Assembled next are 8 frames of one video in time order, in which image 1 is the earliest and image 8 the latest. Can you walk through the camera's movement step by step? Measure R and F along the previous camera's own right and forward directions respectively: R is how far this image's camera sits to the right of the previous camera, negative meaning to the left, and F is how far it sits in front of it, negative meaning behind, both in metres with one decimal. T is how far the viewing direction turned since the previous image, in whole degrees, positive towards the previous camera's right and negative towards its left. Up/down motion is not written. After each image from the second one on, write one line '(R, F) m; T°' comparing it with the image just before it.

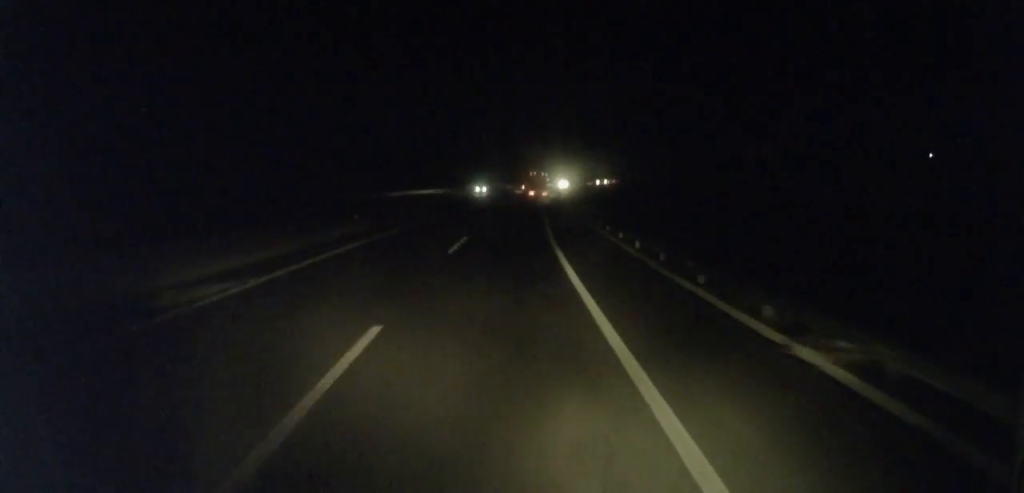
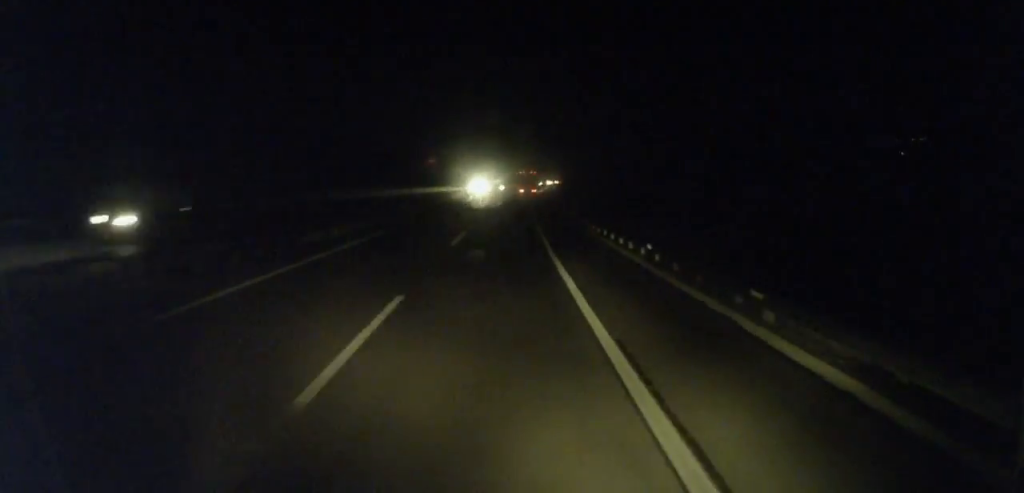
(+4.4, +98.6) m; +5°
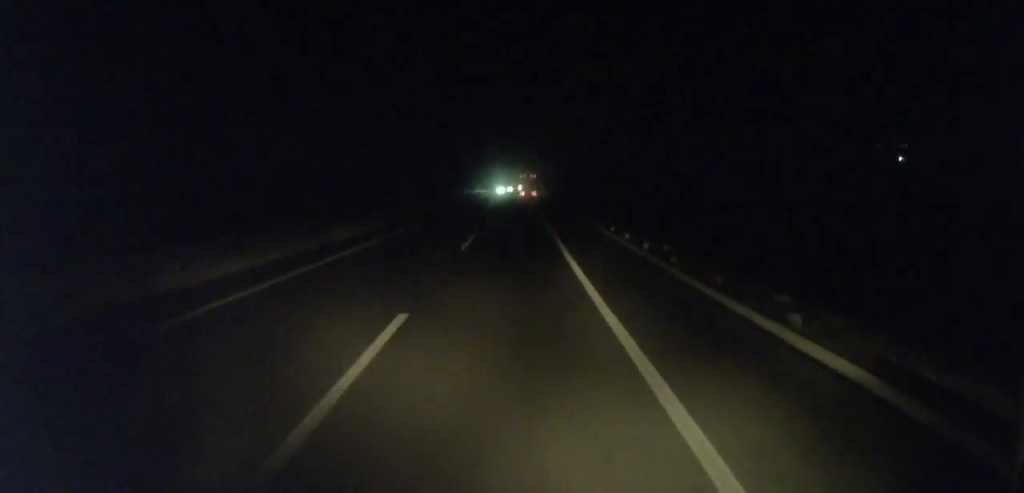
(+2.5, +85.7) m; +3°
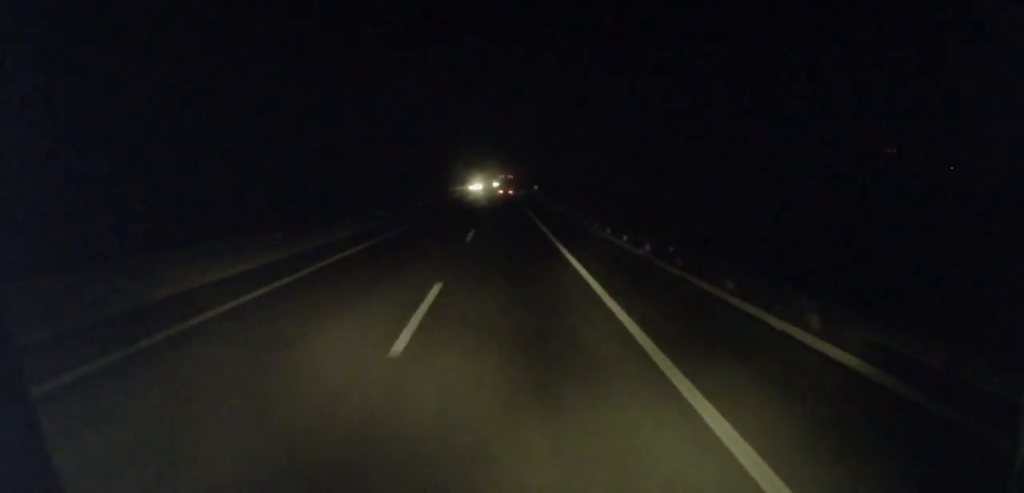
(+10.0, +215.5) m; +3°
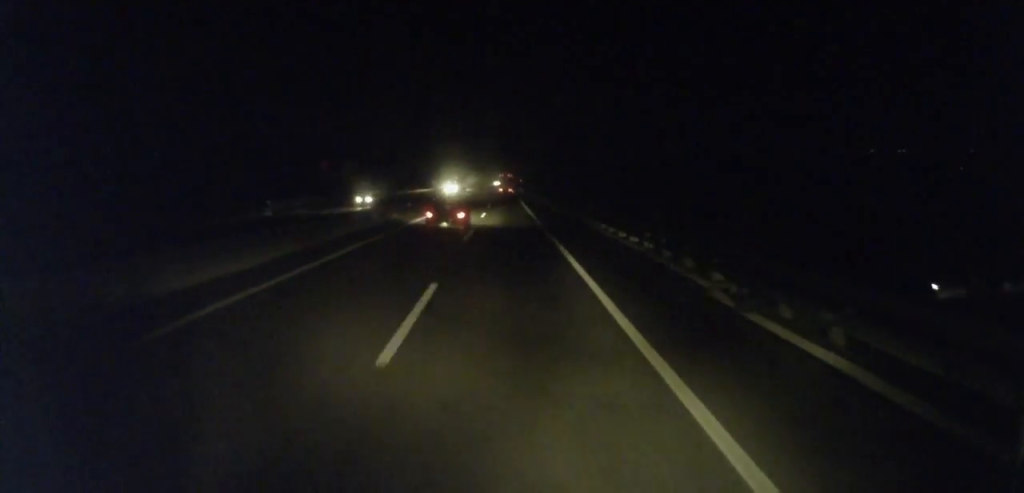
(-0.9, +101.8) m; 0°
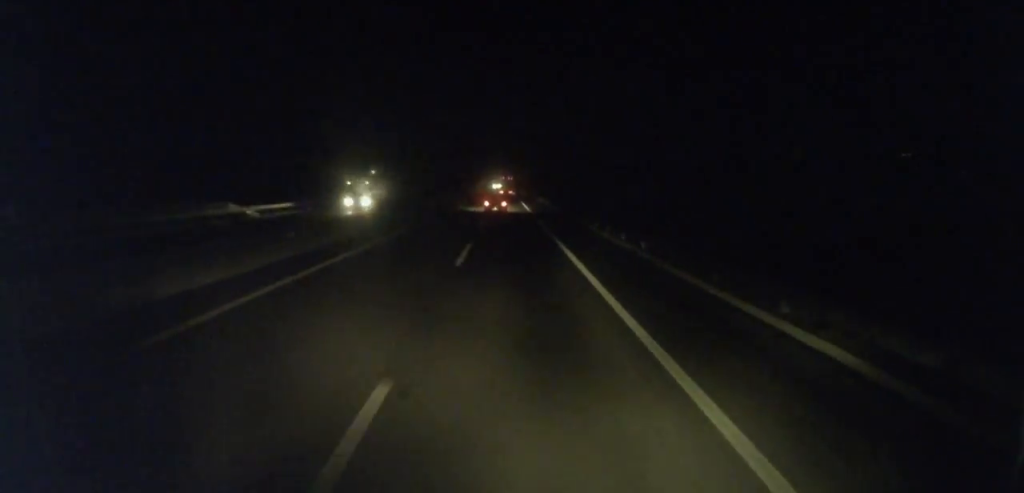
(0.0, +57.4) m; 0°
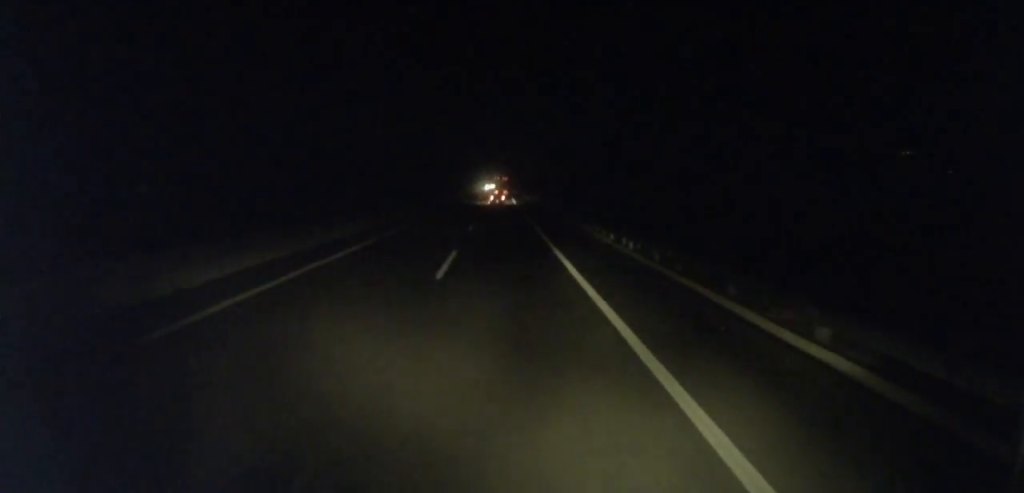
(+0.7, +70.3) m; 0°
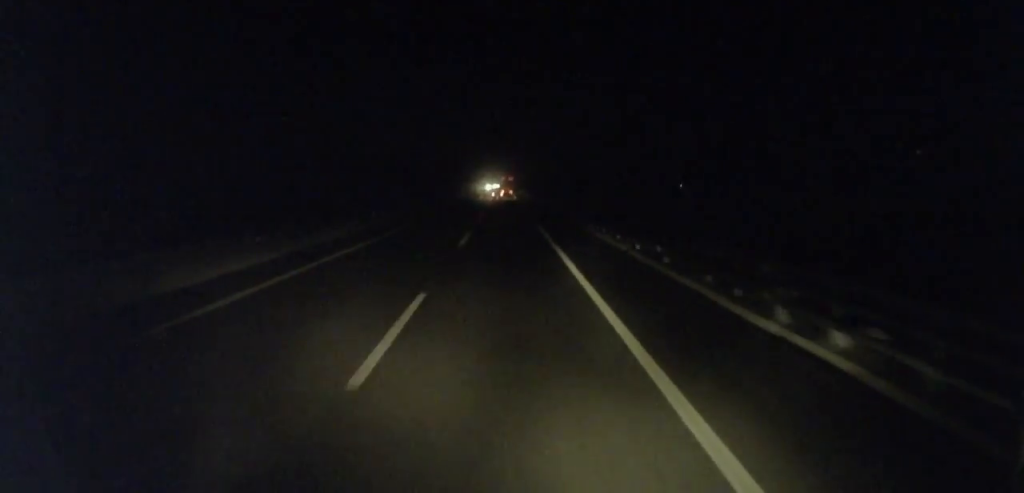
(-0.5, +76.6) m; 0°
